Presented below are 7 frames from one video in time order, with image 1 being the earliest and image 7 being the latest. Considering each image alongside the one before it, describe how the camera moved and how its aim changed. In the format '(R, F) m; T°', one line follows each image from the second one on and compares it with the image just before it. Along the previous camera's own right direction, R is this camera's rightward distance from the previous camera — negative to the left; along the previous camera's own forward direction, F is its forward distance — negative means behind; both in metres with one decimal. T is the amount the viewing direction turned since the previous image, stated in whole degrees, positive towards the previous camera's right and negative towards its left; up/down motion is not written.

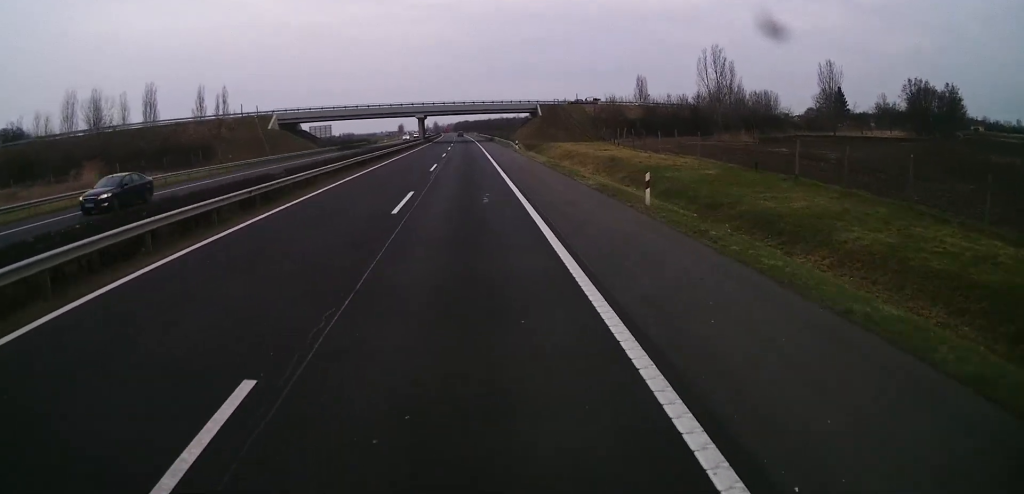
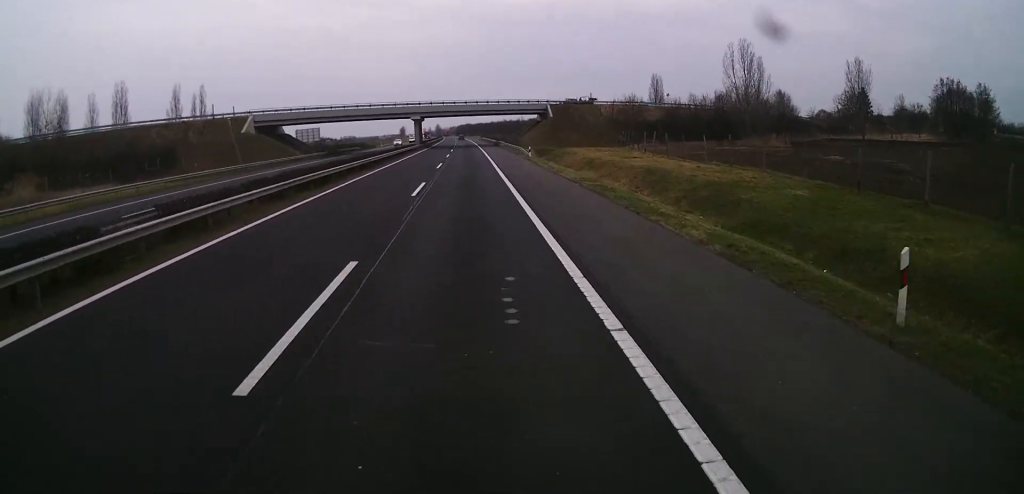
(0.0, +12.4) m; -1°
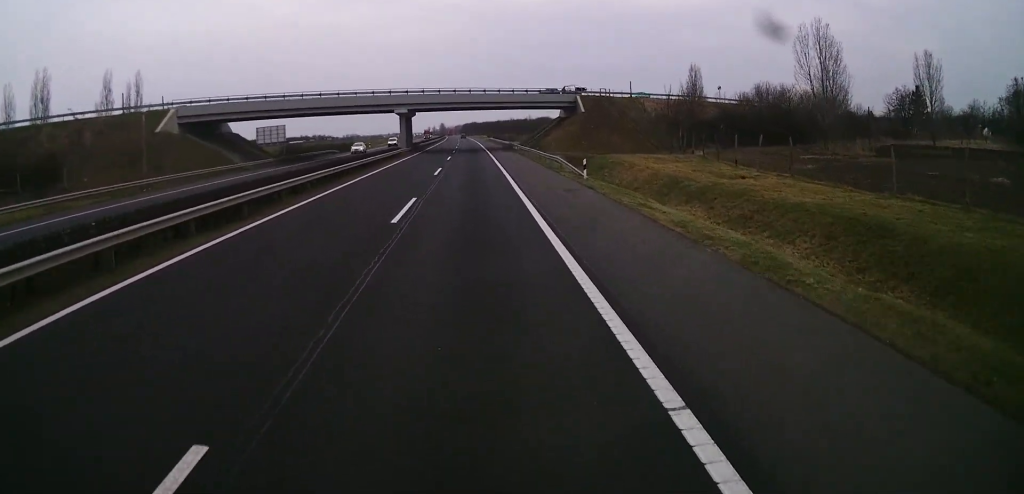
(-0.5, +25.5) m; -1°
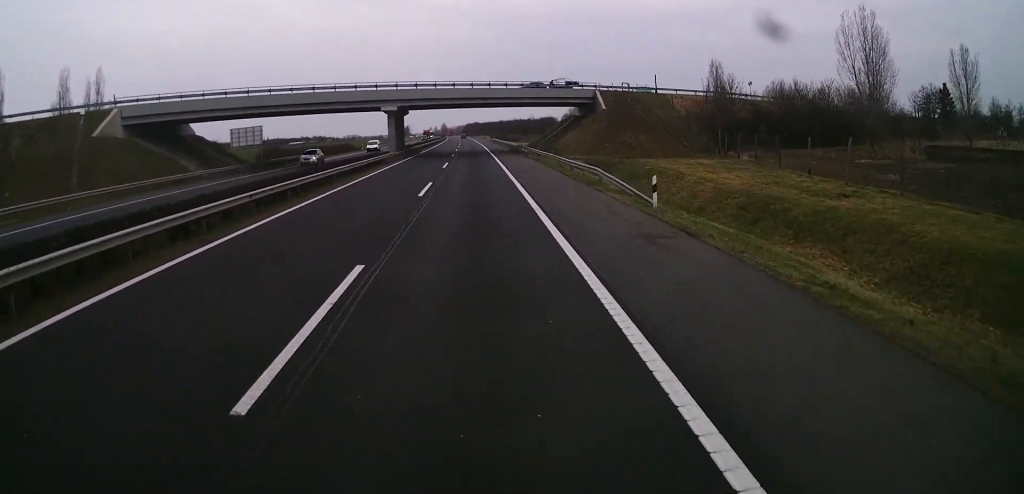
(0.0, +11.6) m; 0°
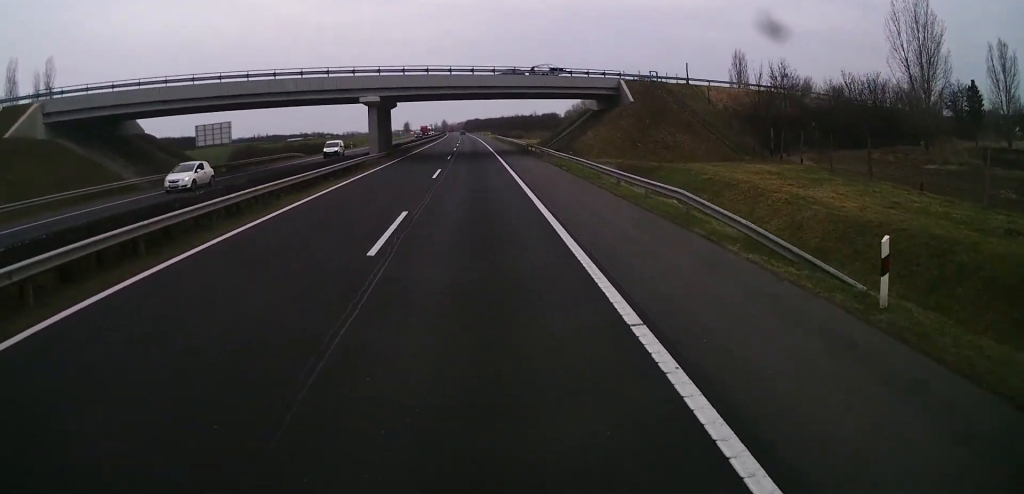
(+0.1, +11.6) m; +1°
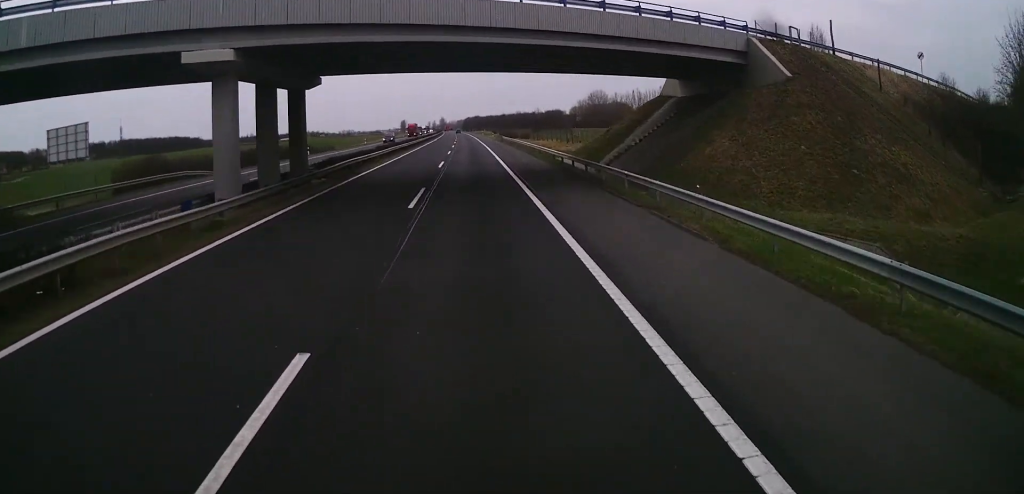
(+0.3, +29.3) m; -1°
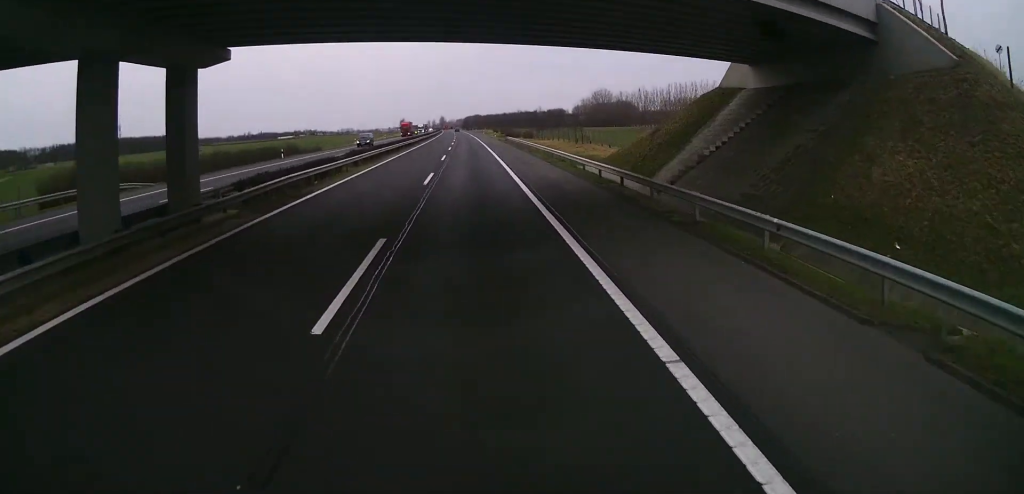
(-0.3, +11.5) m; 0°
